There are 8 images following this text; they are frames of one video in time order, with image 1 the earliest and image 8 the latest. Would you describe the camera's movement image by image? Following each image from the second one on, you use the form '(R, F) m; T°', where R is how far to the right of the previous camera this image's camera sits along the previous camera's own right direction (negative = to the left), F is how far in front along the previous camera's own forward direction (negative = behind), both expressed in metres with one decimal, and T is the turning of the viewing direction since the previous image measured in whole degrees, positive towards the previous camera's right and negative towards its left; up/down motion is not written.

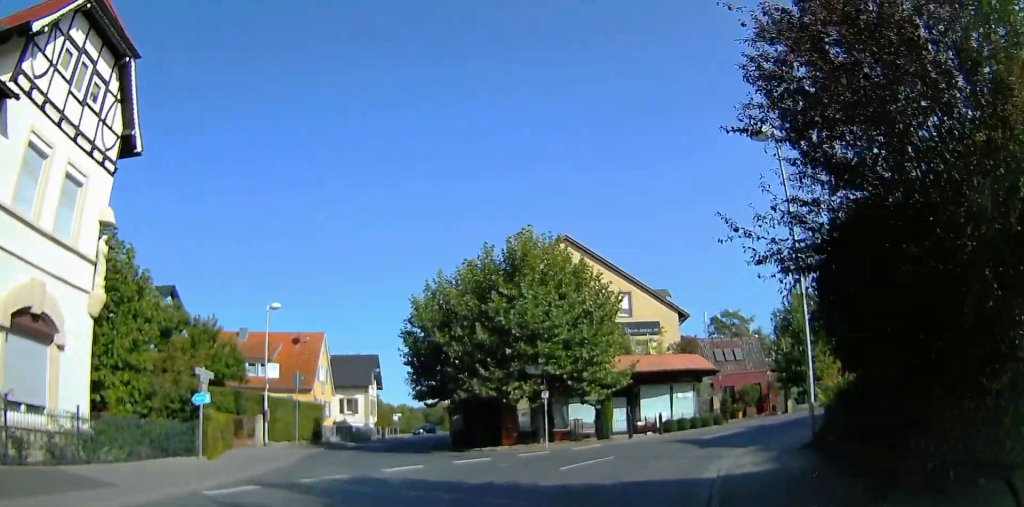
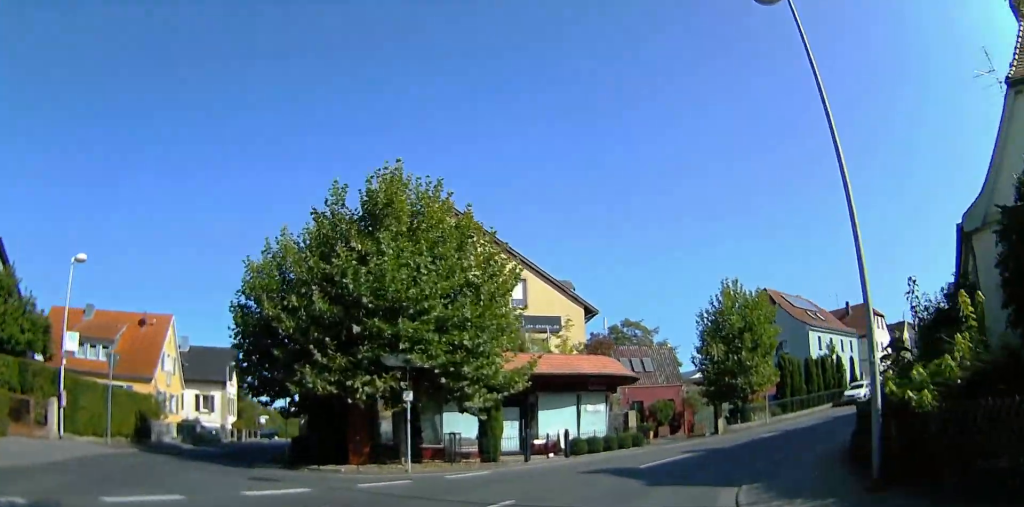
(-0.6, +8.7) m; -4°
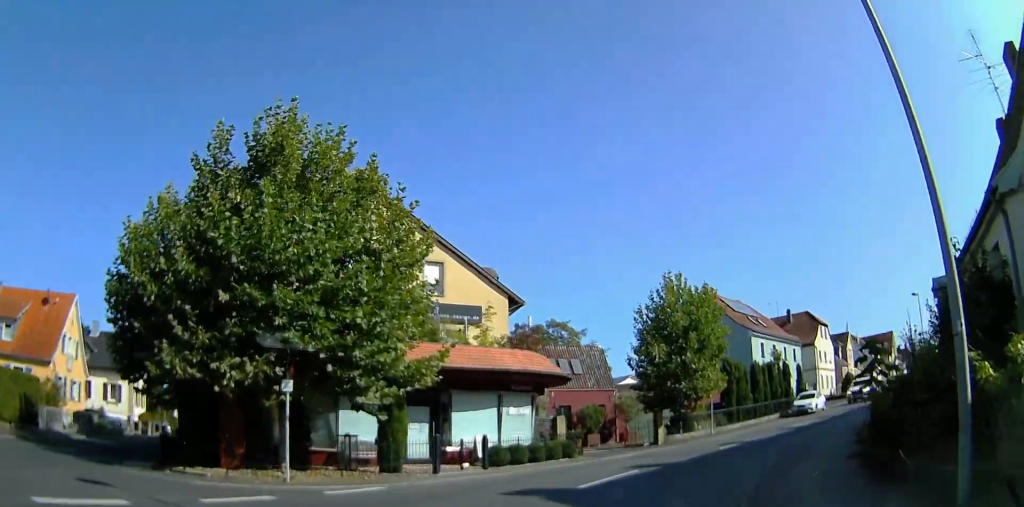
(-0.4, +4.0) m; +3°
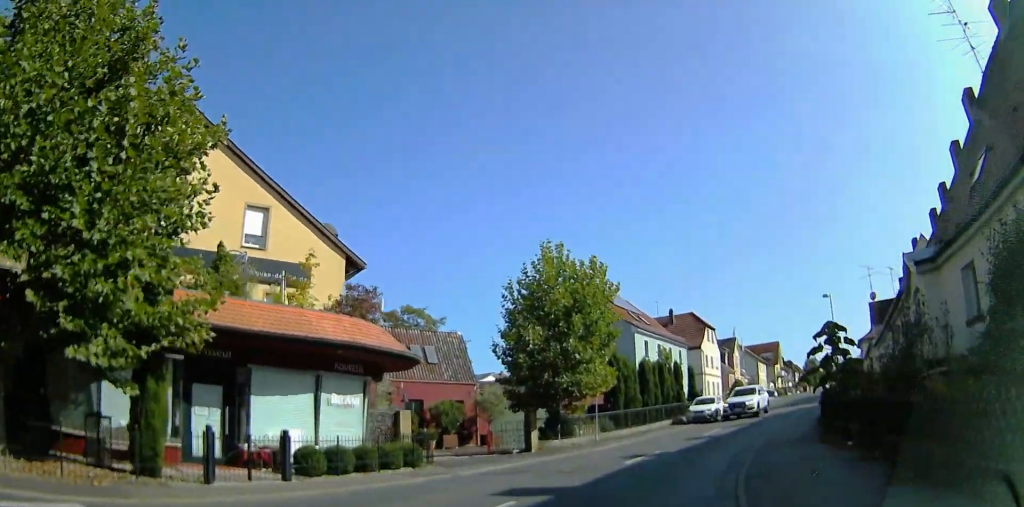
(+0.7, +5.7) m; +20°
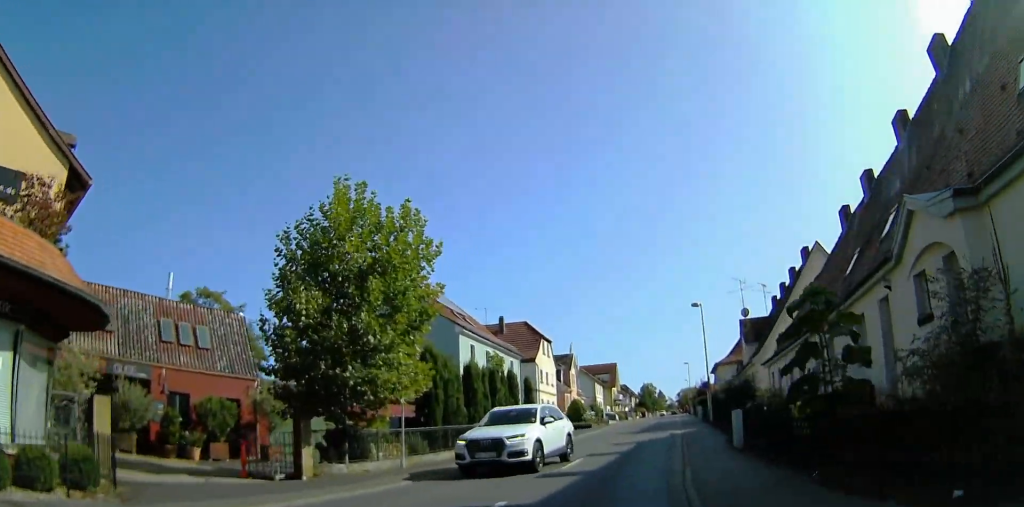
(+2.0, +7.7) m; +18°
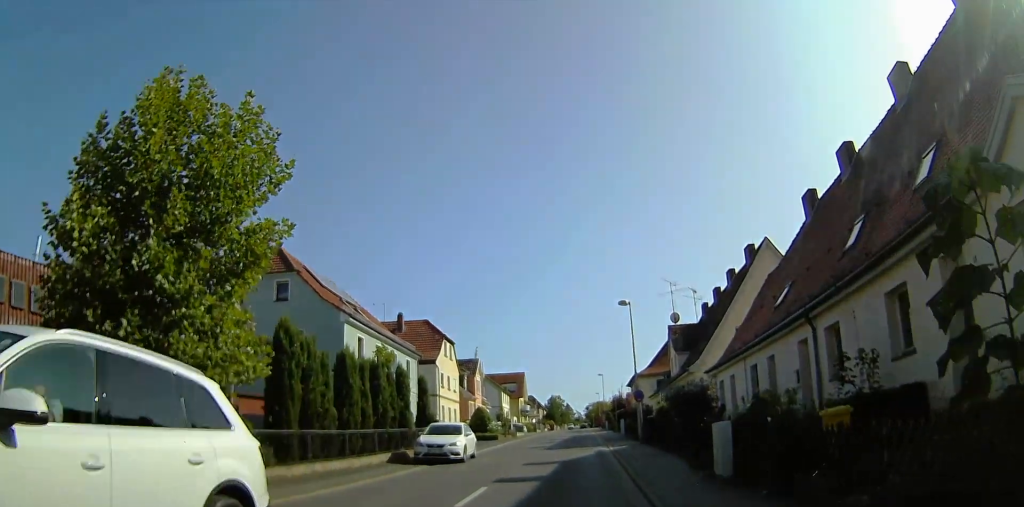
(0.0, +5.9) m; +13°
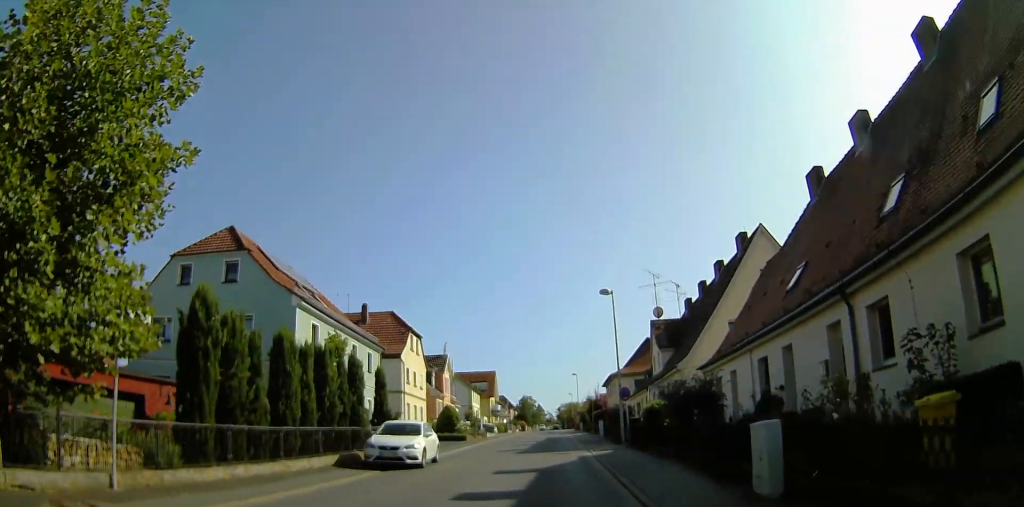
(+0.8, +3.1) m; +4°
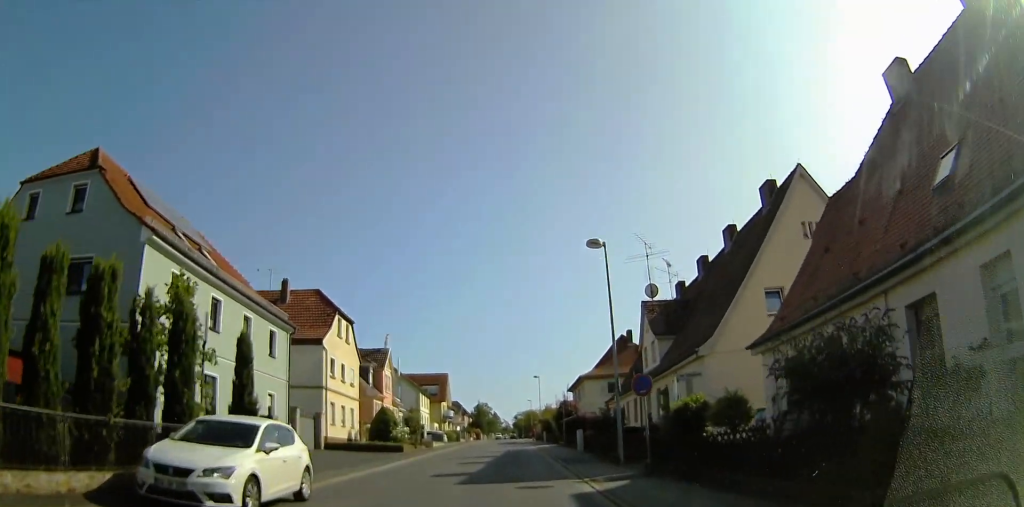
(+0.3, +8.5) m; +4°
